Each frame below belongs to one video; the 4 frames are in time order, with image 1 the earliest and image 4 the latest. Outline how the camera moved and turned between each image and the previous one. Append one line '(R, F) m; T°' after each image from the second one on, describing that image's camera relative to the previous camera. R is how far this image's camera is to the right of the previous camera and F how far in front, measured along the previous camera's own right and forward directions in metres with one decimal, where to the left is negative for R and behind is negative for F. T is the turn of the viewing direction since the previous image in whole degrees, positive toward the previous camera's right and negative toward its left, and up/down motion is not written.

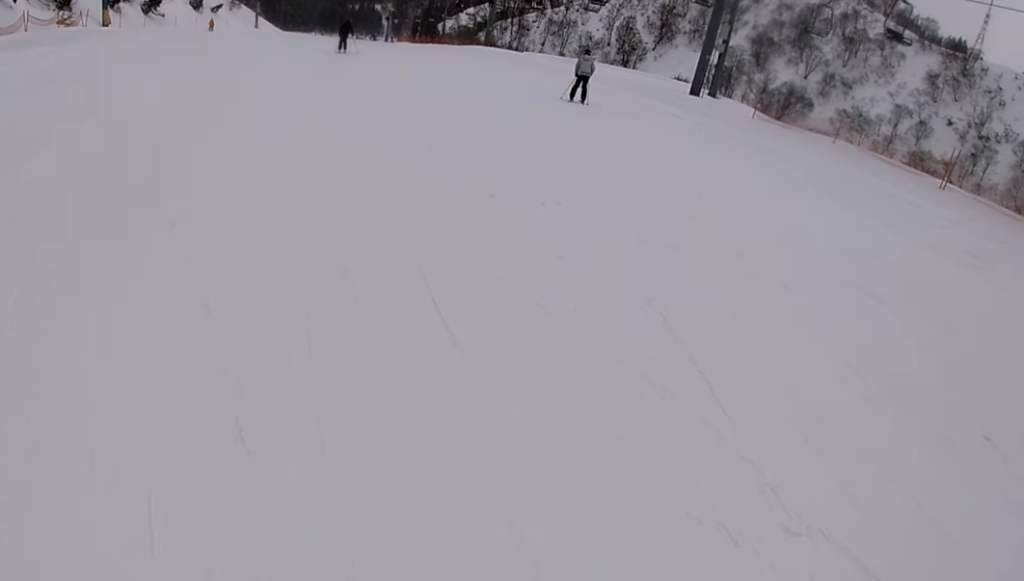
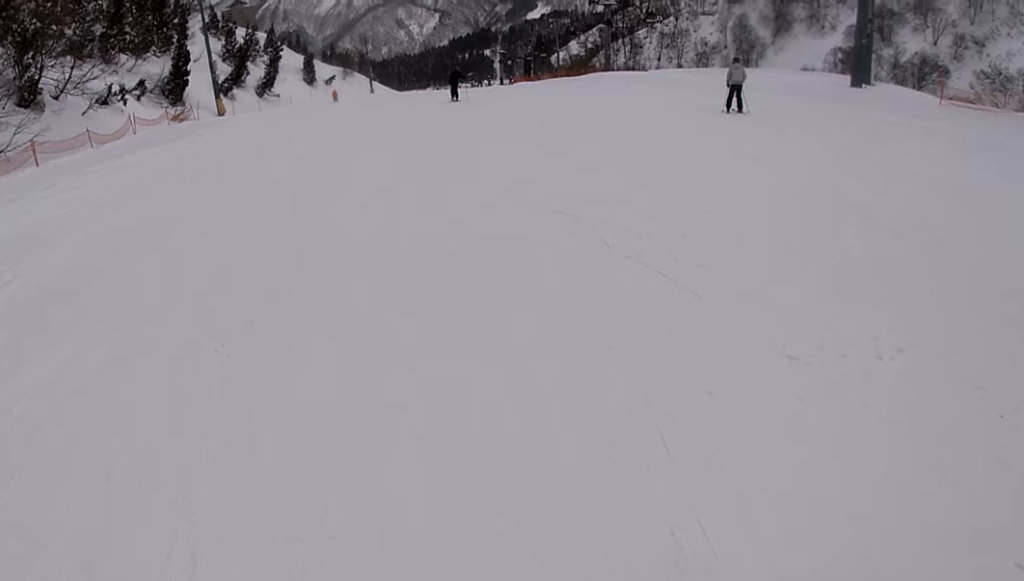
(-0.3, +3.7) m; -1°
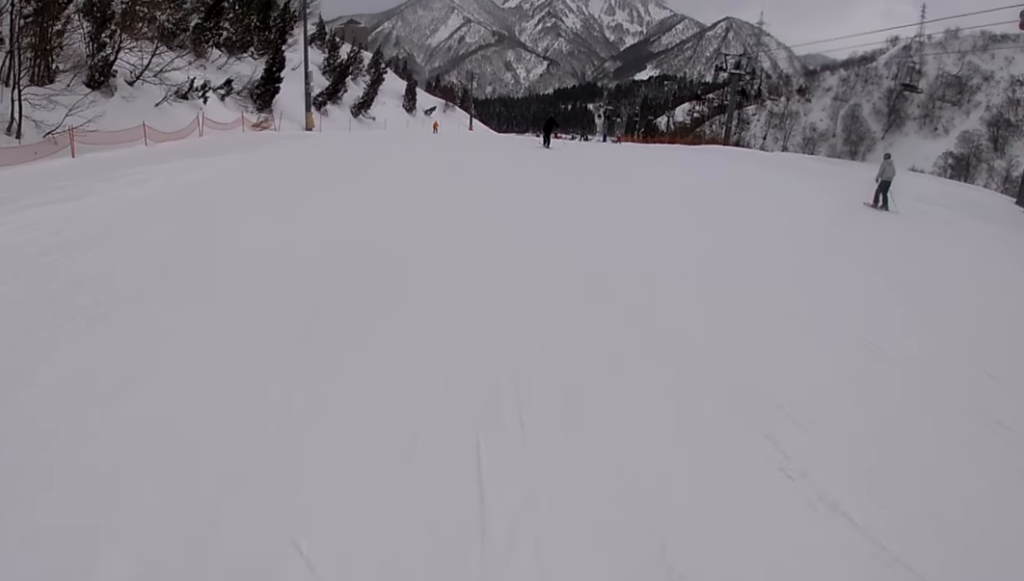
(+0.2, +5.0) m; -7°
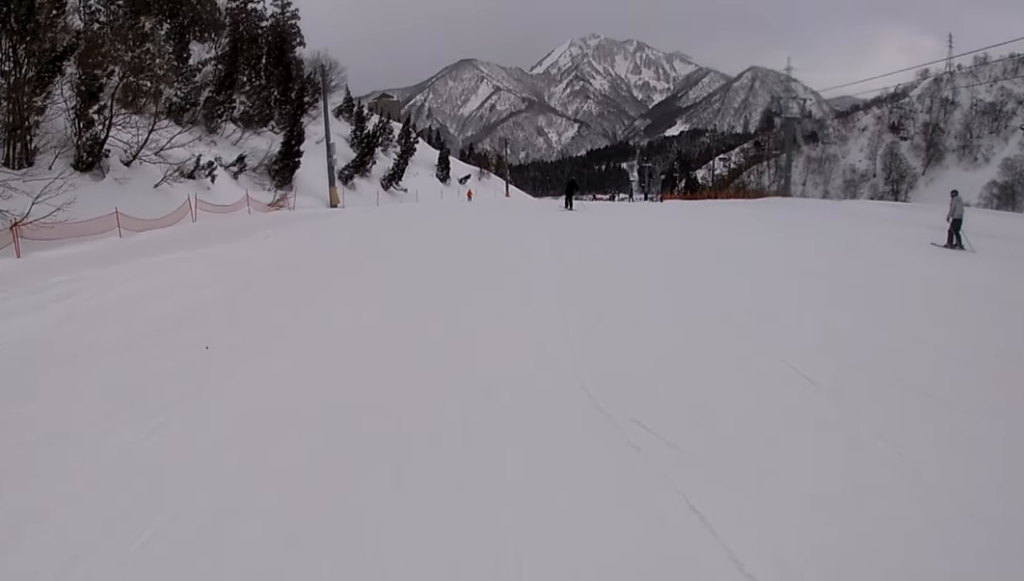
(-0.7, +5.7) m; +1°
